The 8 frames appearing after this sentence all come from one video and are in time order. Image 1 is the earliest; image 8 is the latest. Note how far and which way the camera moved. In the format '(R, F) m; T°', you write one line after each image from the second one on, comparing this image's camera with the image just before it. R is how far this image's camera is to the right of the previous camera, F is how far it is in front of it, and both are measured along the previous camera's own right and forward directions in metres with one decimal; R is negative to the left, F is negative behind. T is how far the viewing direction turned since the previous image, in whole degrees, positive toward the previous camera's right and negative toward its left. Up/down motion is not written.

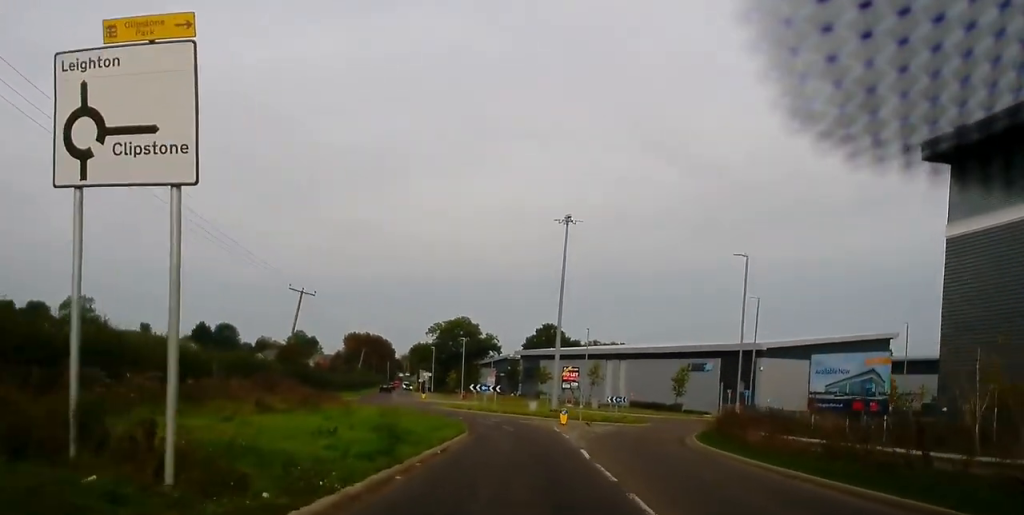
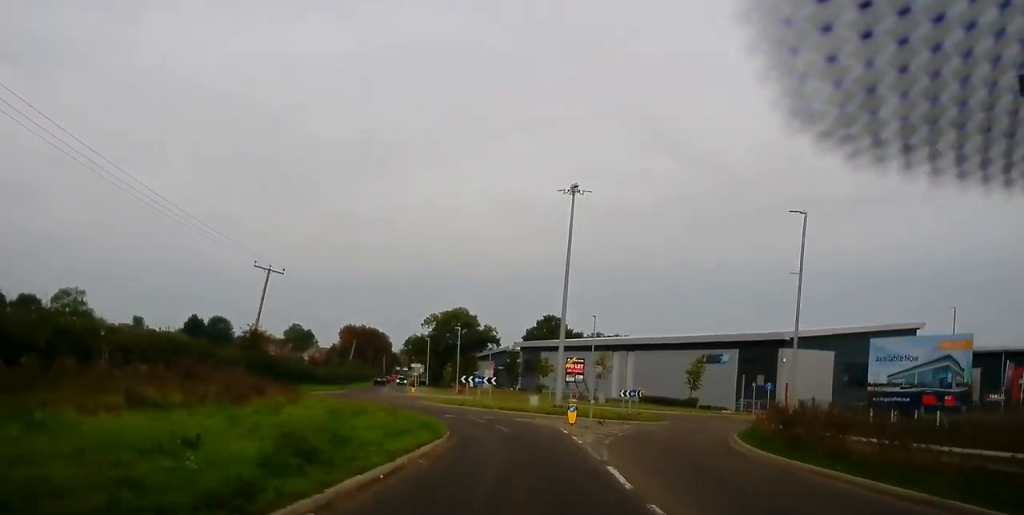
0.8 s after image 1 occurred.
(-0.2, +8.0) m; +2°
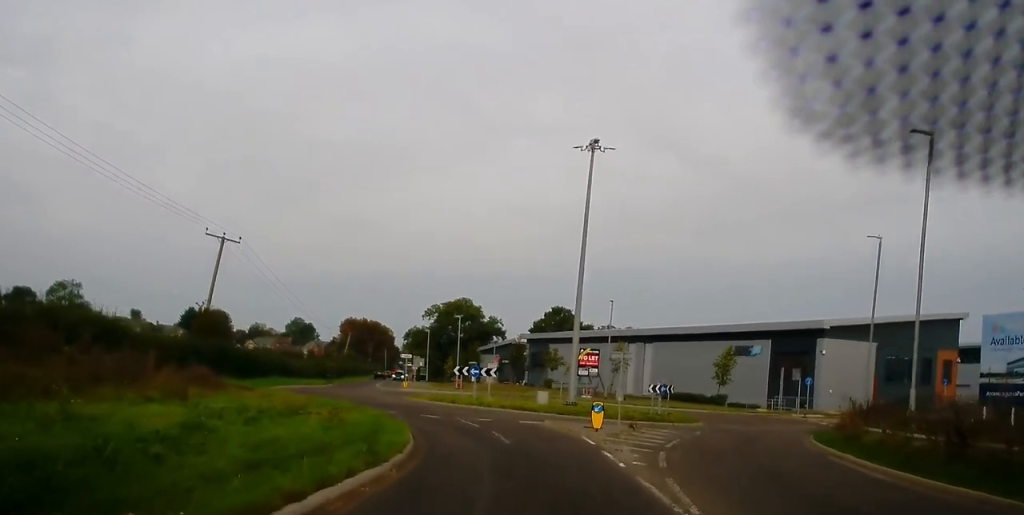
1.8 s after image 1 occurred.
(+0.5, +9.4) m; 0°
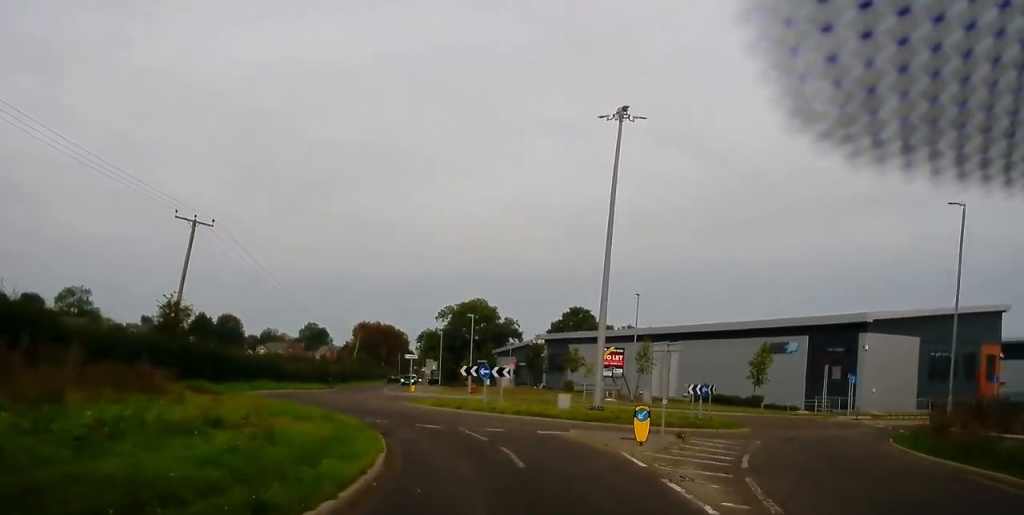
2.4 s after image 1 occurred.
(-0.4, +6.0) m; -2°
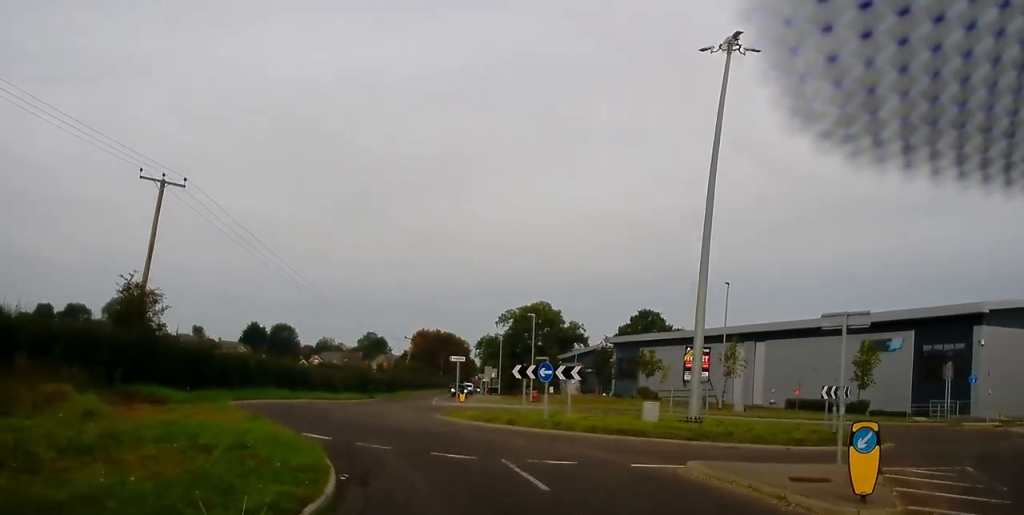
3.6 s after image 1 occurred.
(-0.1, +10.1) m; -3°
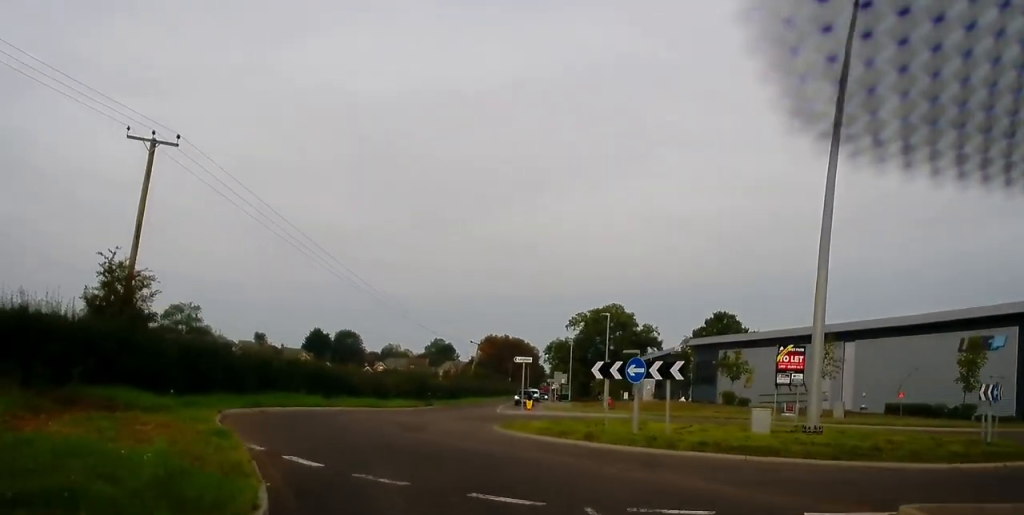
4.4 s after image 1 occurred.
(-0.3, +6.1) m; -6°
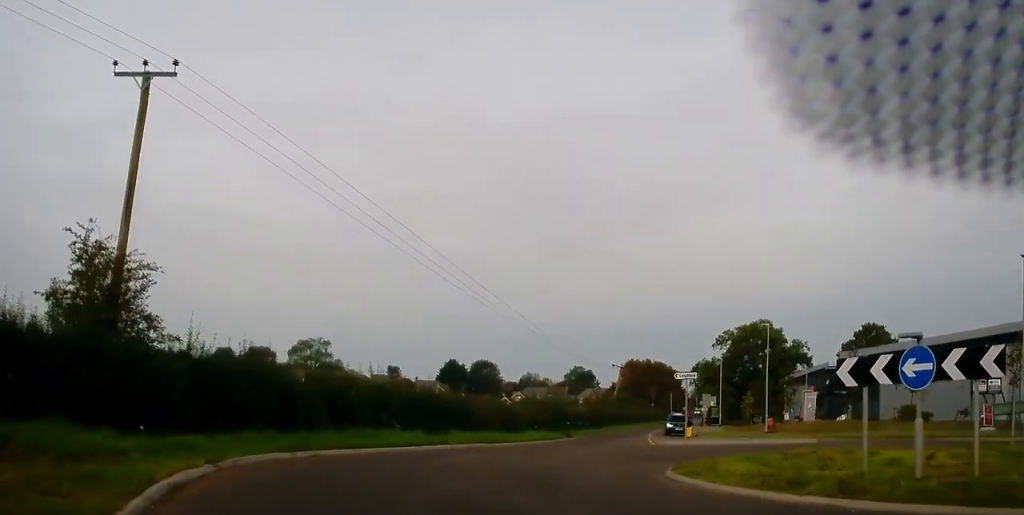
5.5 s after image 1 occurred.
(-0.6, +8.2) m; -9°
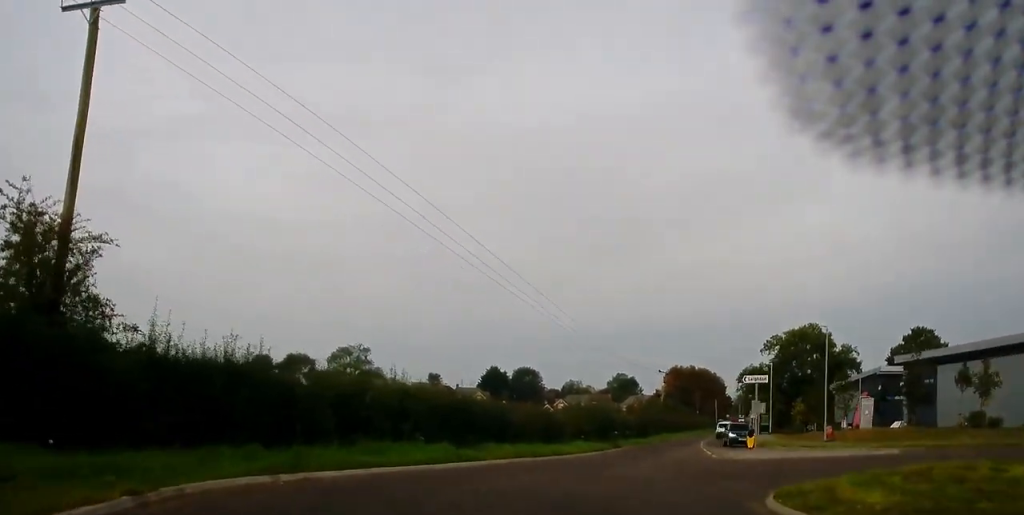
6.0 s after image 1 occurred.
(-0.1, +3.8) m; -3°
